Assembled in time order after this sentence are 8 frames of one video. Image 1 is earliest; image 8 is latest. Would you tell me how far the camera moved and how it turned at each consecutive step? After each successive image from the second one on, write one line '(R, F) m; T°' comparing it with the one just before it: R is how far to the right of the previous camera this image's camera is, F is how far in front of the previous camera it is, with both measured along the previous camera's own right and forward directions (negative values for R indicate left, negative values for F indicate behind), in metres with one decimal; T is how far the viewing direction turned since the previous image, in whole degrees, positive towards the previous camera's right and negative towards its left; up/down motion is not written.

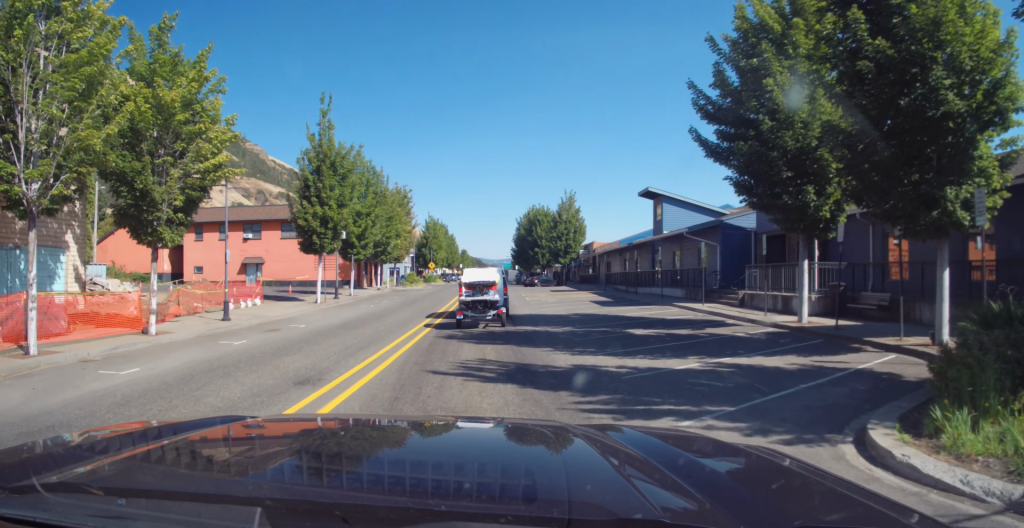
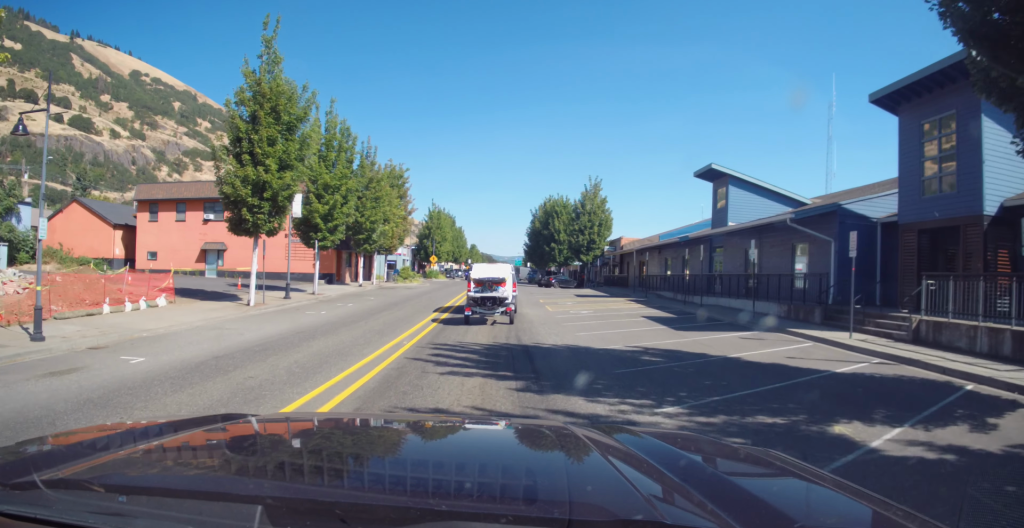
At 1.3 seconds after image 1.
(0.0, +11.1) m; +2°
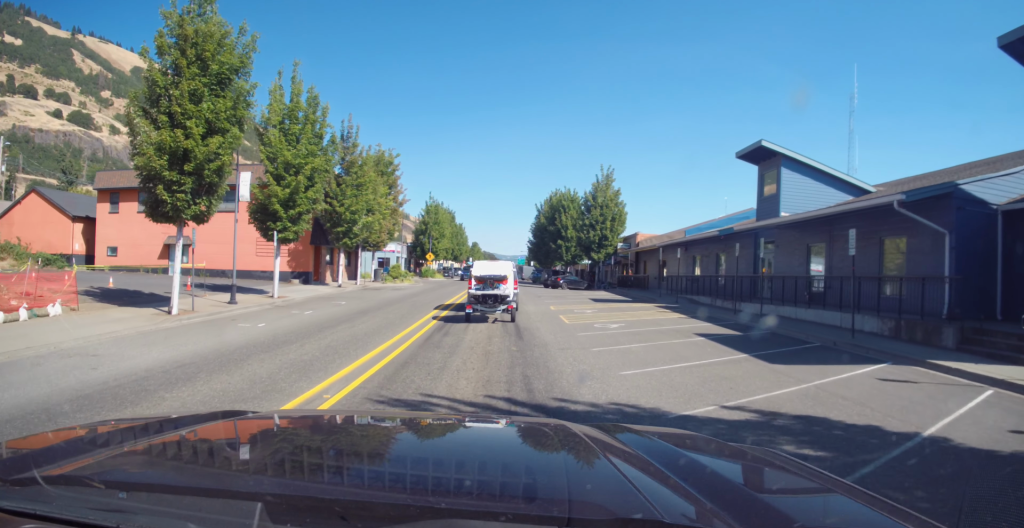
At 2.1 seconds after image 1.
(+0.1, +6.4) m; 0°
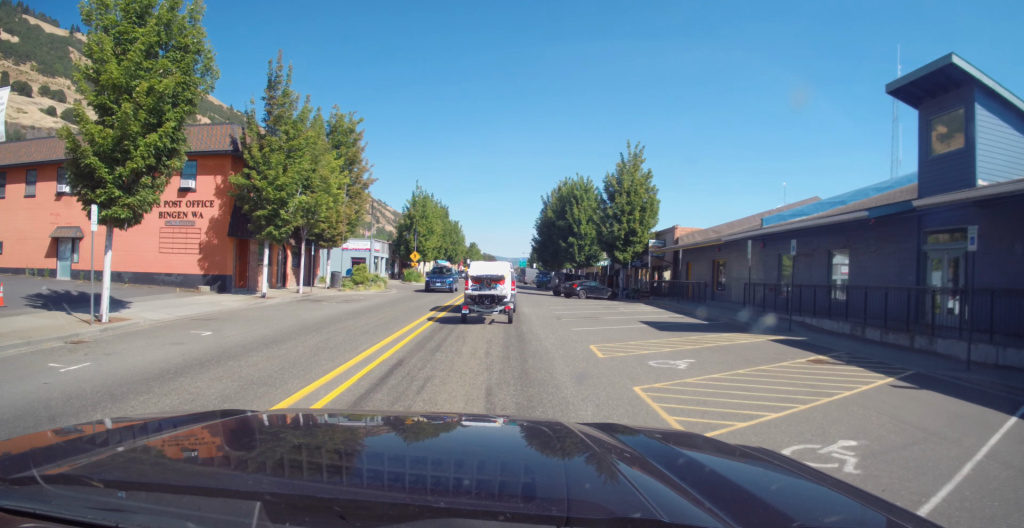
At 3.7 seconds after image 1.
(-0.7, +13.3) m; -3°
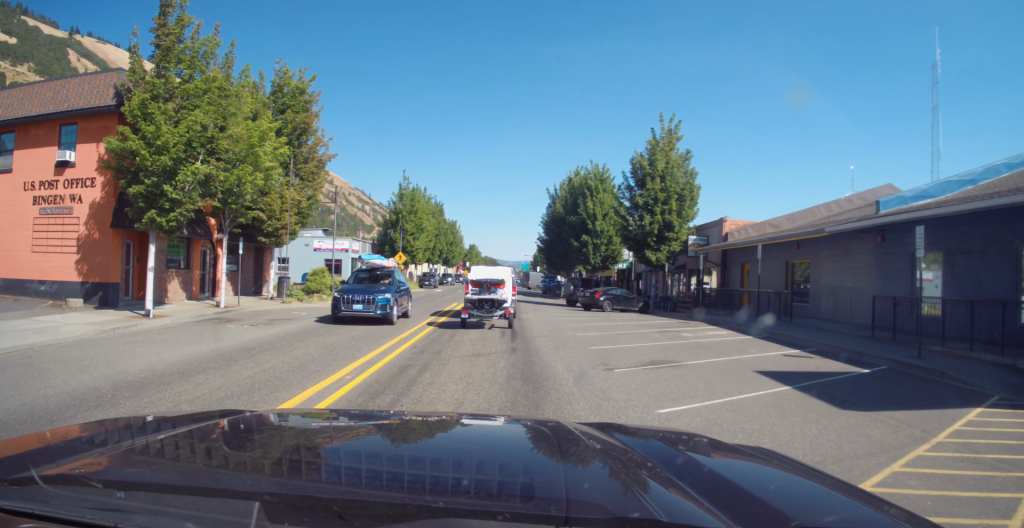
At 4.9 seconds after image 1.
(+0.4, +10.0) m; +1°
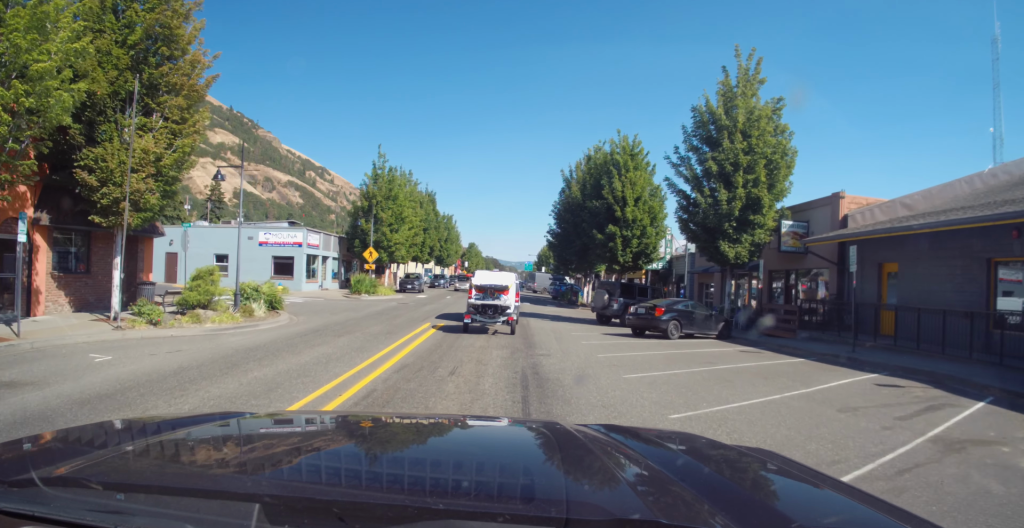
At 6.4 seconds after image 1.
(+0.2, +12.7) m; +1°
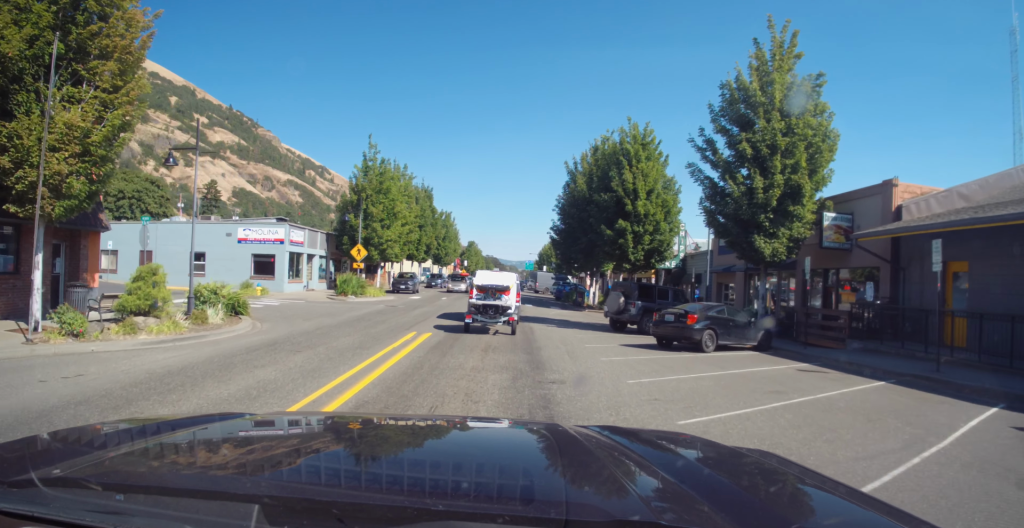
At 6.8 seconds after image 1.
(+0.1, +3.4) m; 0°
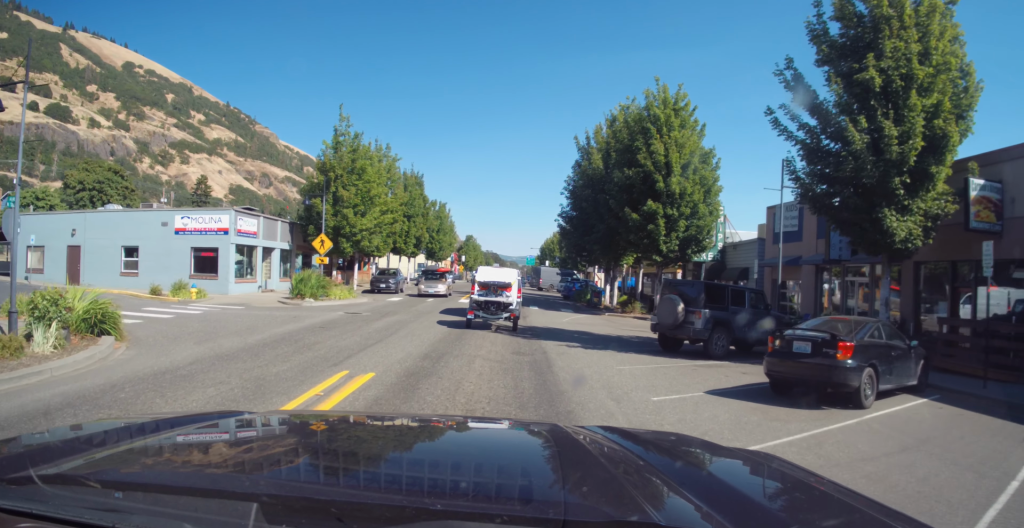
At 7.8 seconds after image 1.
(-0.4, +7.9) m; 0°
